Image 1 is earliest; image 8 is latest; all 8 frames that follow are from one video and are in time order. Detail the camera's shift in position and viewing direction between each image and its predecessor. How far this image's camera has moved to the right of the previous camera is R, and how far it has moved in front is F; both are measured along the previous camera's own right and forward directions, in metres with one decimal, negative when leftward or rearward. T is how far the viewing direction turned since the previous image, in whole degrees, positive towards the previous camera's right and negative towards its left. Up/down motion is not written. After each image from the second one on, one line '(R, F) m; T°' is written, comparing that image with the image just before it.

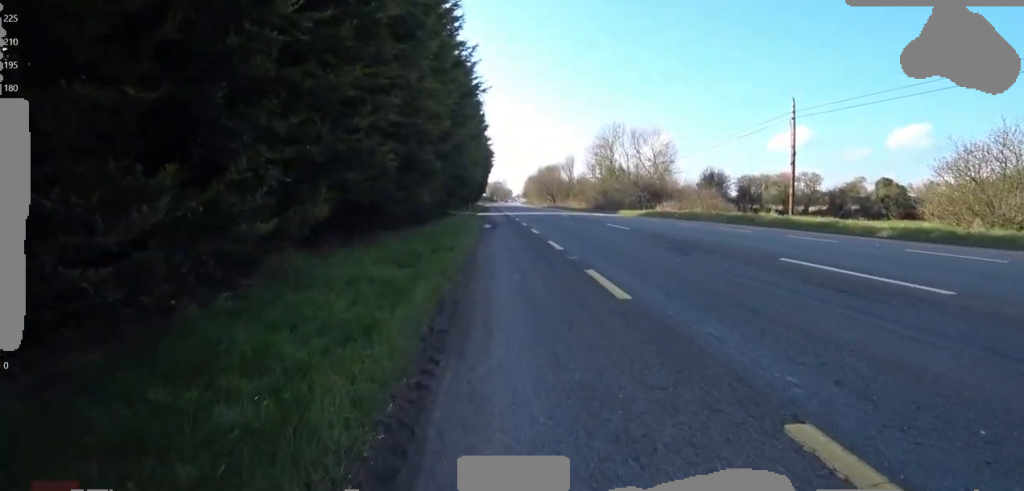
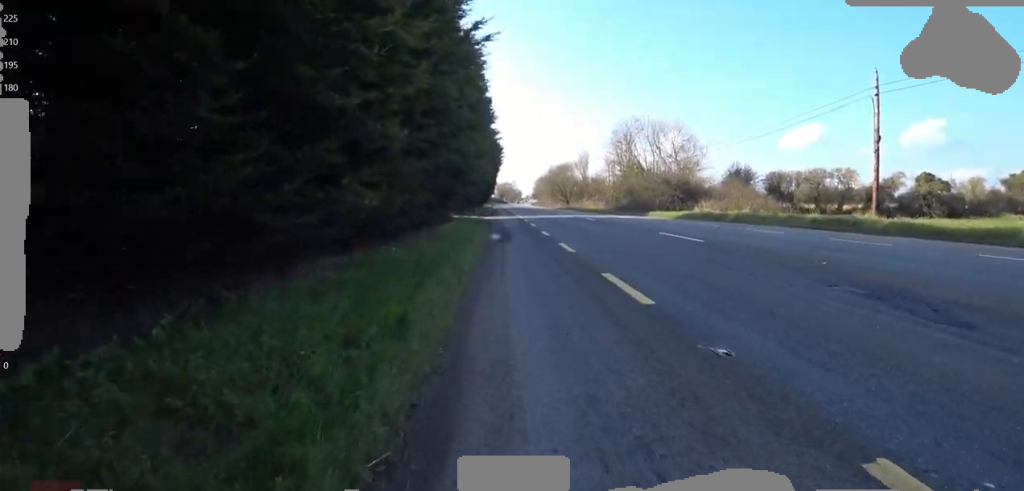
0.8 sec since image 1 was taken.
(+0.3, +5.7) m; +2°
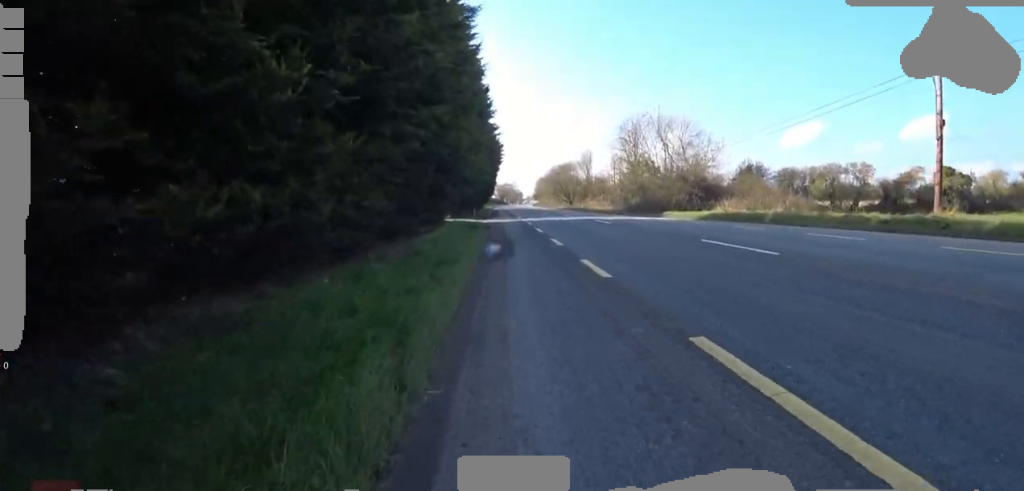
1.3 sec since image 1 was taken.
(+0.4, +3.5) m; 0°
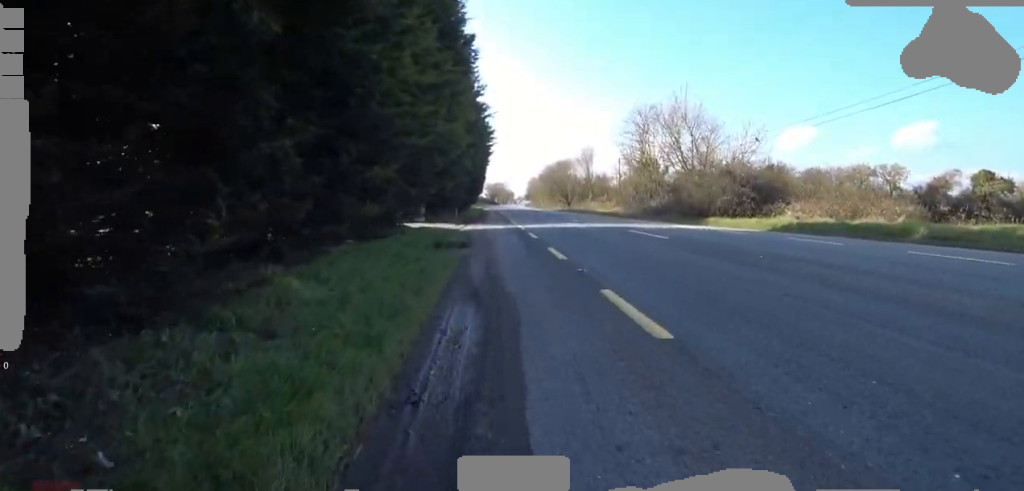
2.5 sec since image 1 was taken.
(-0.8, +7.1) m; -7°
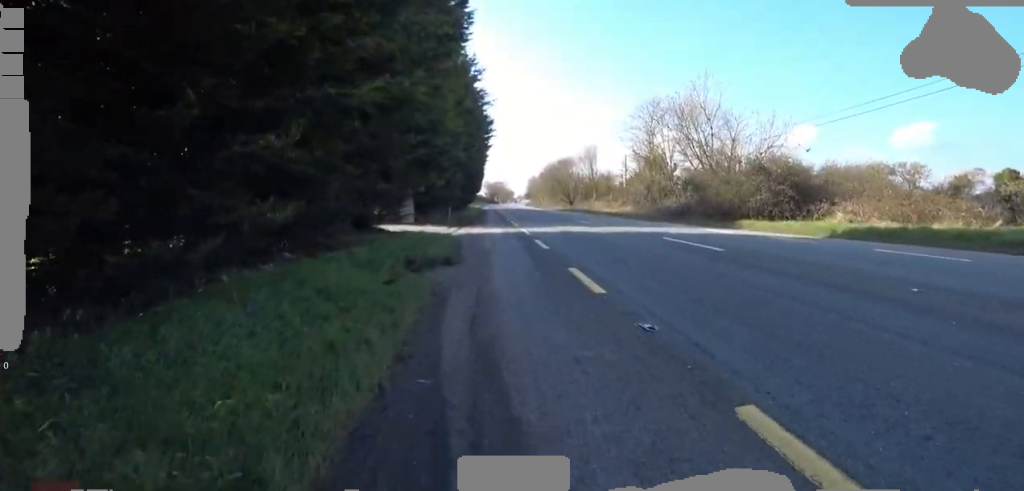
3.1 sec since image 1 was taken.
(0.0, +2.0) m; 0°
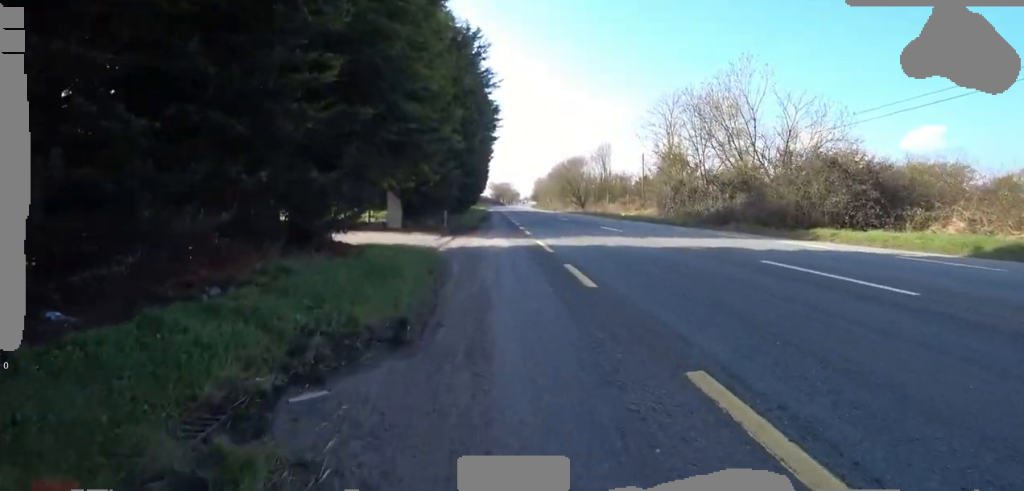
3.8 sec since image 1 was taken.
(0.0, +3.1) m; 0°
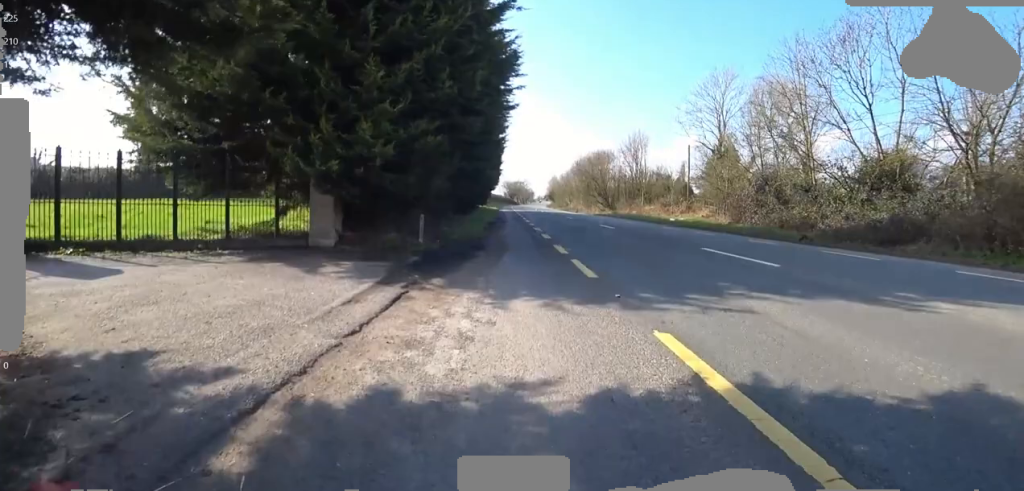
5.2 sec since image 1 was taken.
(0.0, +9.0) m; 0°
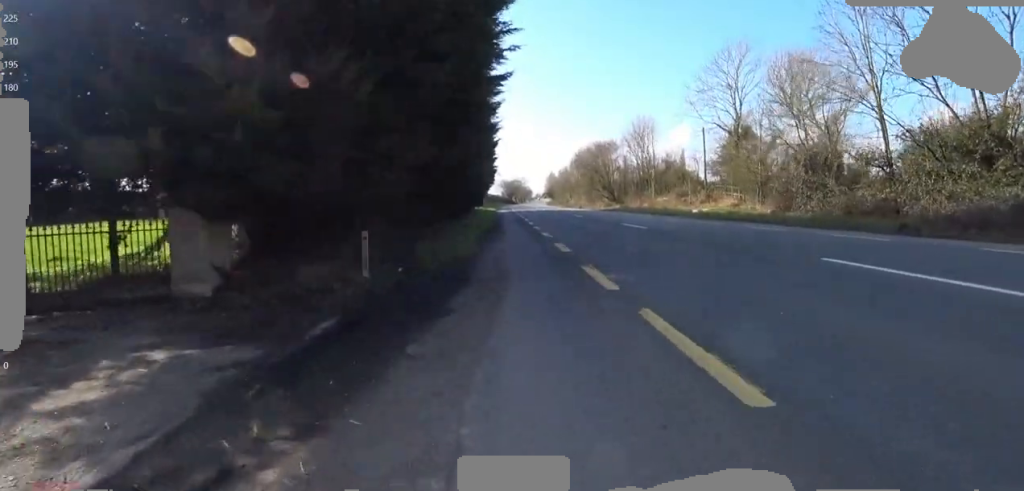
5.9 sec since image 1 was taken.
(0.0, +5.1) m; 0°
